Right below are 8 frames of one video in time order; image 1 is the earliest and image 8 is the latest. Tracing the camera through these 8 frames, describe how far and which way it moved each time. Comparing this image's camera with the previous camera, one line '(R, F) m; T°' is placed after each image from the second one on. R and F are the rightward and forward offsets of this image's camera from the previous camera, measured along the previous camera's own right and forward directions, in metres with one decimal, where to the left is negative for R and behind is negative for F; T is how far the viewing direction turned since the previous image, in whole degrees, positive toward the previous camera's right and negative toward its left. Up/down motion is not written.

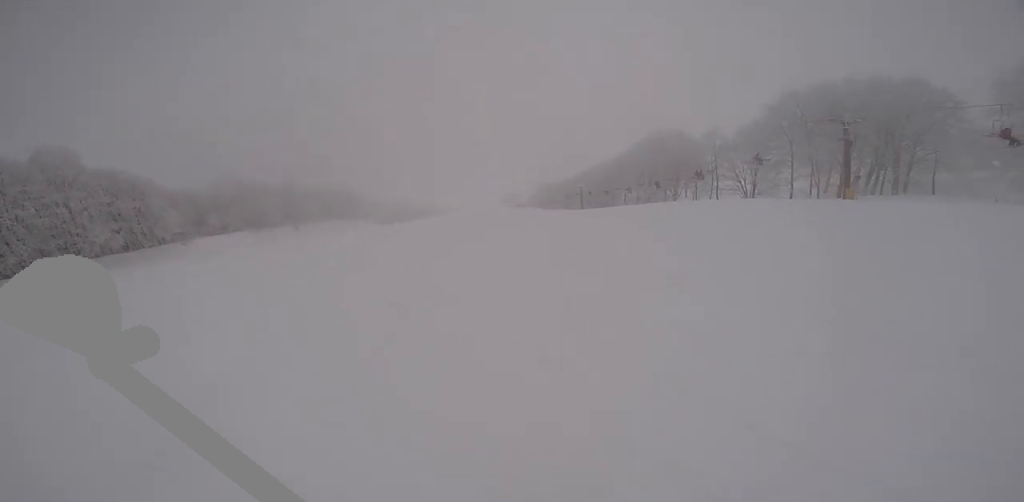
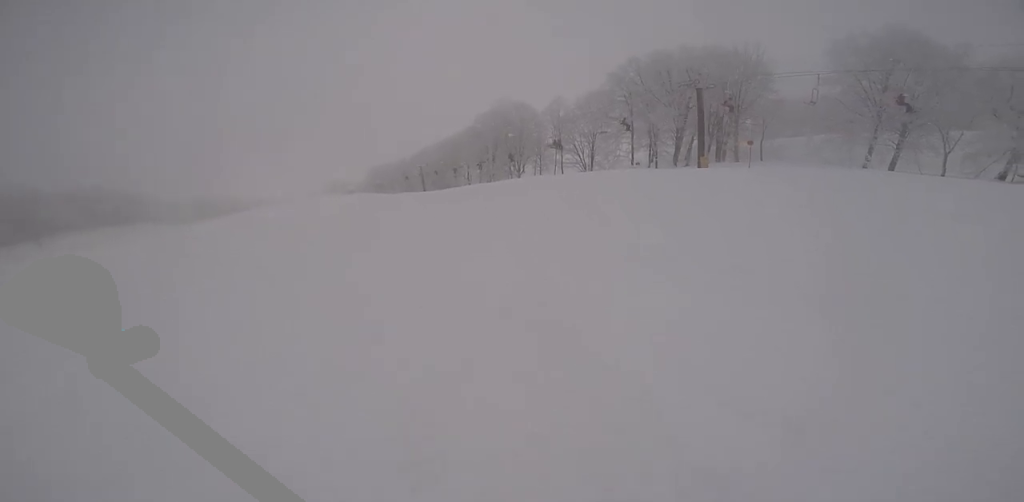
(+2.4, +6.4) m; +16°
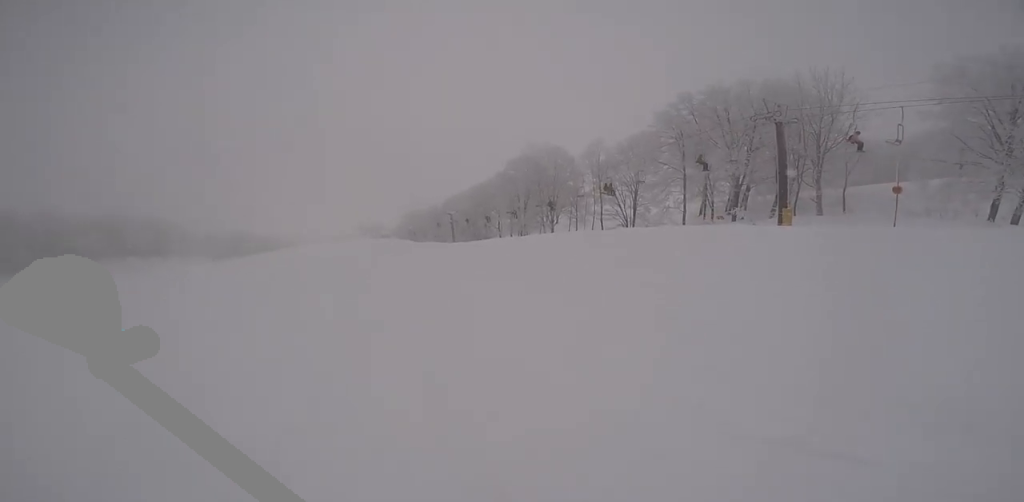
(-0.4, +5.9) m; -18°
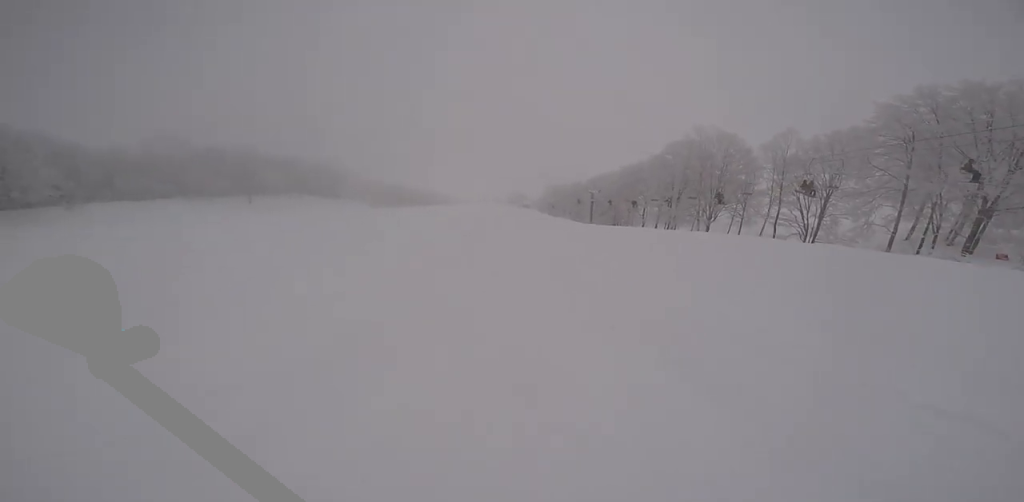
(-0.8, +3.8) m; -15°
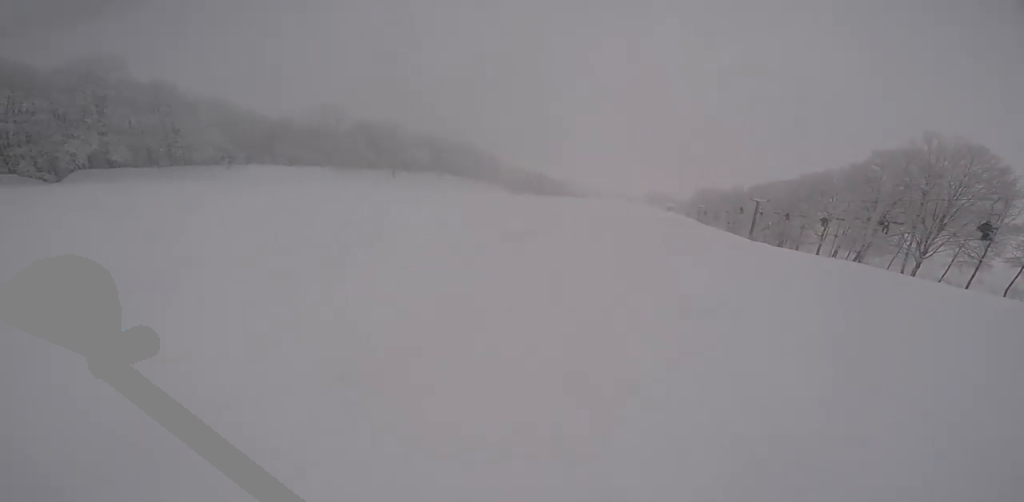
(-0.5, +6.5) m; 0°
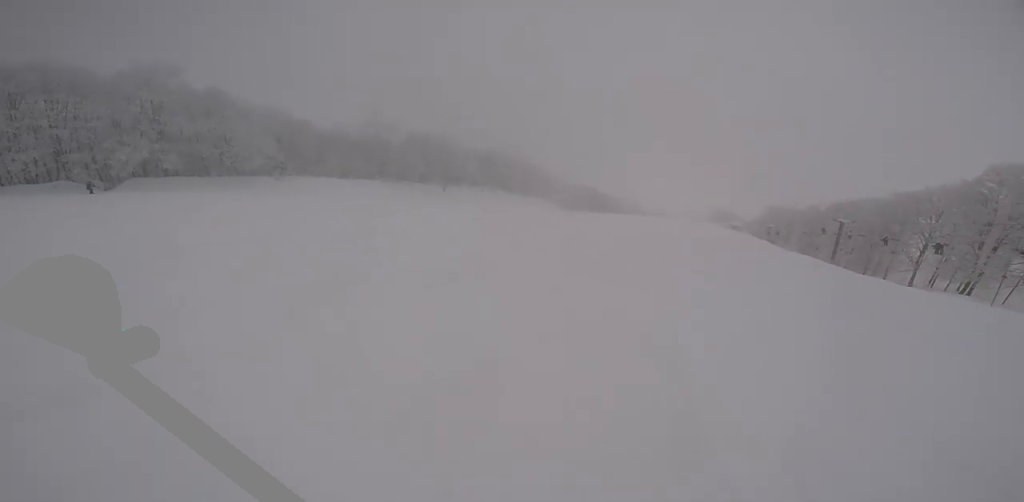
(+0.3, +4.0) m; +8°
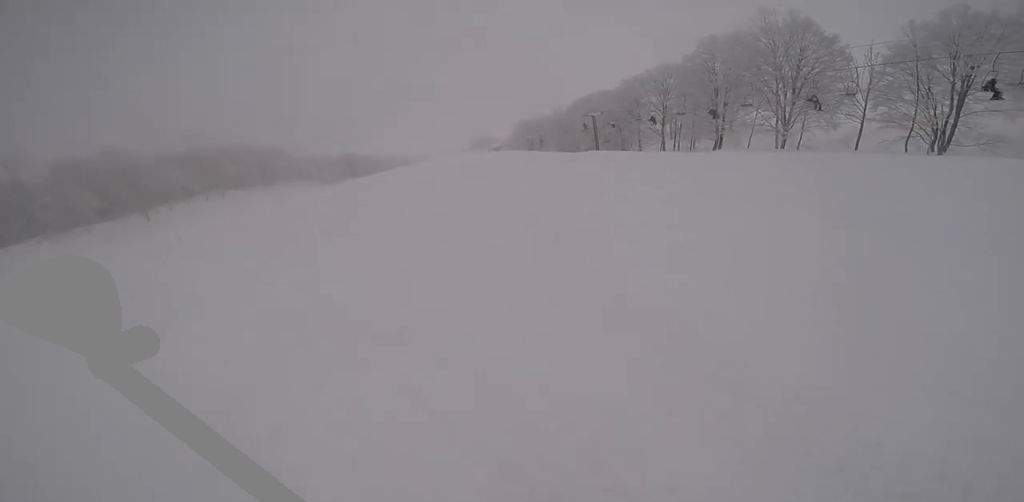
(+1.3, +8.3) m; +15°
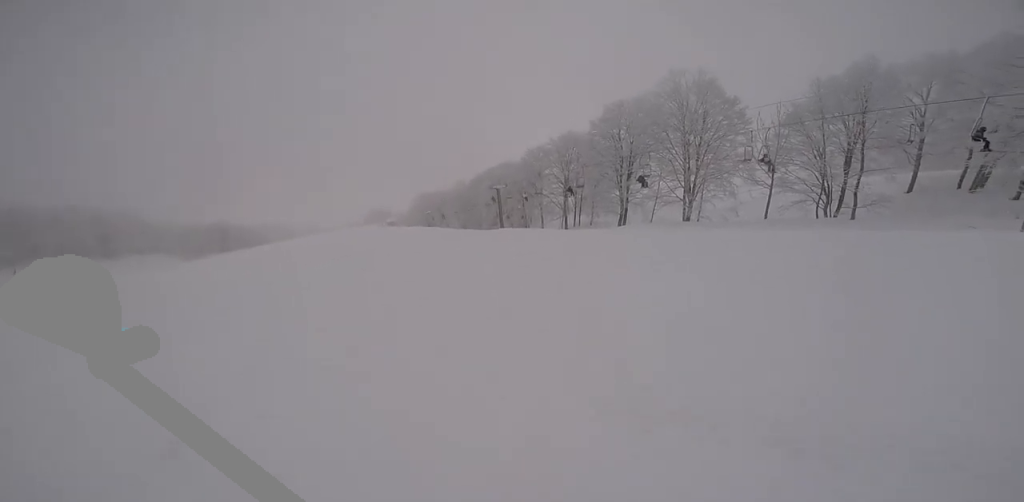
(+0.4, +7.1) m; -7°
